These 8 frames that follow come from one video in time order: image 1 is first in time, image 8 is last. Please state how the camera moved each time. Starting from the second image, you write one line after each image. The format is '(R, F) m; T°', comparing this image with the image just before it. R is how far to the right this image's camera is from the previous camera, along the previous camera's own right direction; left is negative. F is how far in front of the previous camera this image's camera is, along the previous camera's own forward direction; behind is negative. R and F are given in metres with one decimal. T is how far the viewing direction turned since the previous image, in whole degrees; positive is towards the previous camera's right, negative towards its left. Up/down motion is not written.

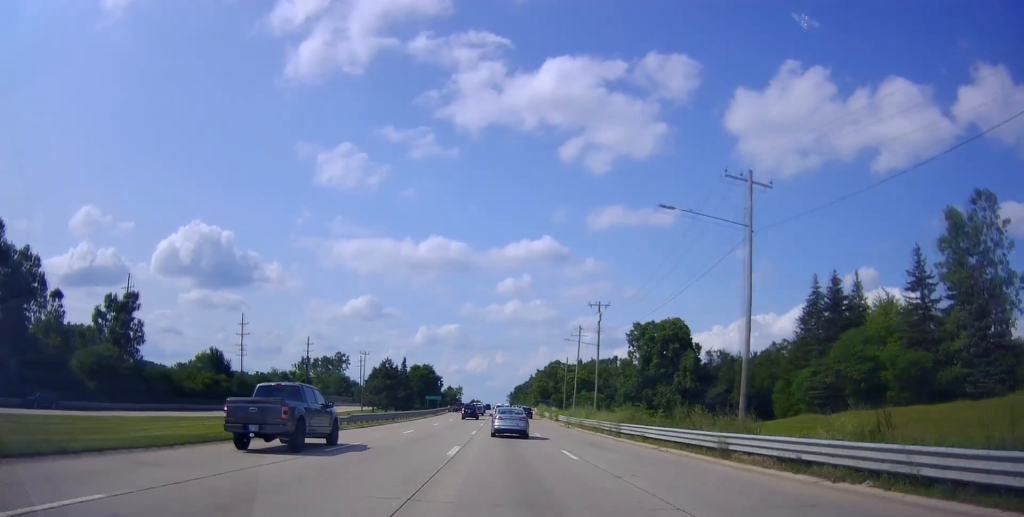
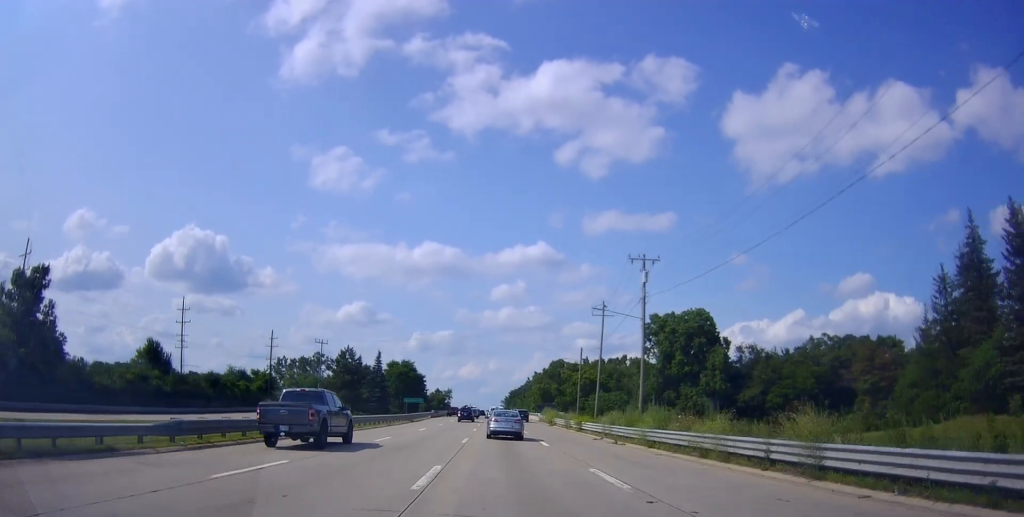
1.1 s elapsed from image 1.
(+0.5, +21.9) m; 0°
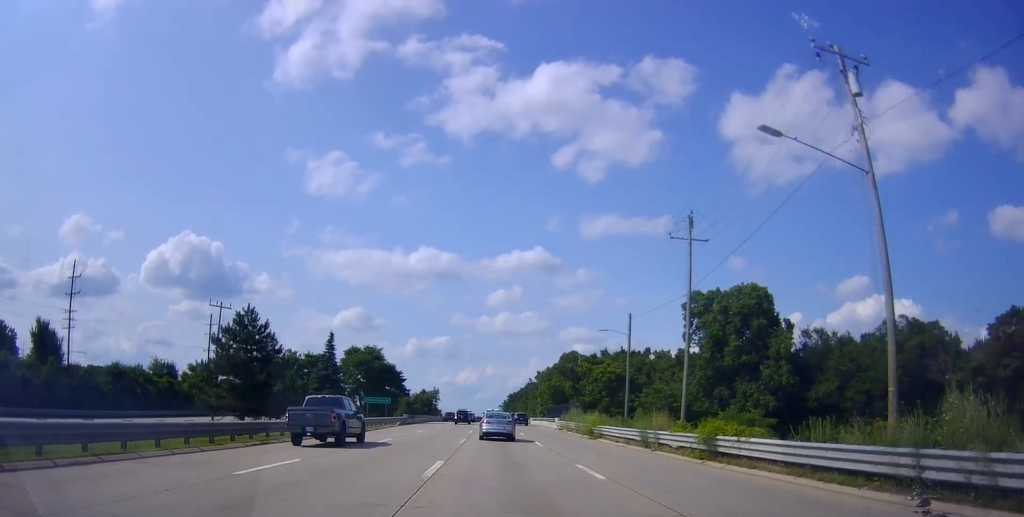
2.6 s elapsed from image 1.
(-0.9, +29.0) m; -3°
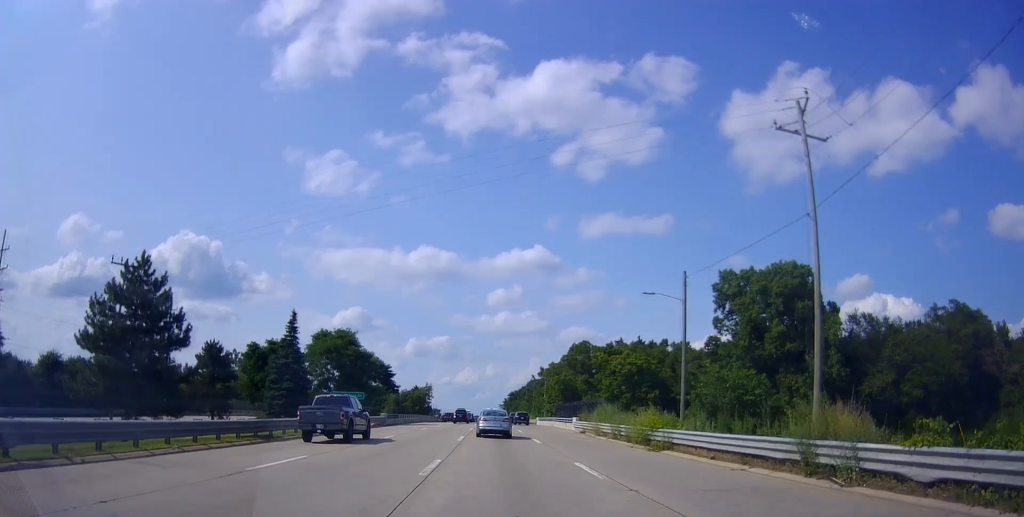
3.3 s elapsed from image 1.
(0.0, +14.4) m; +2°
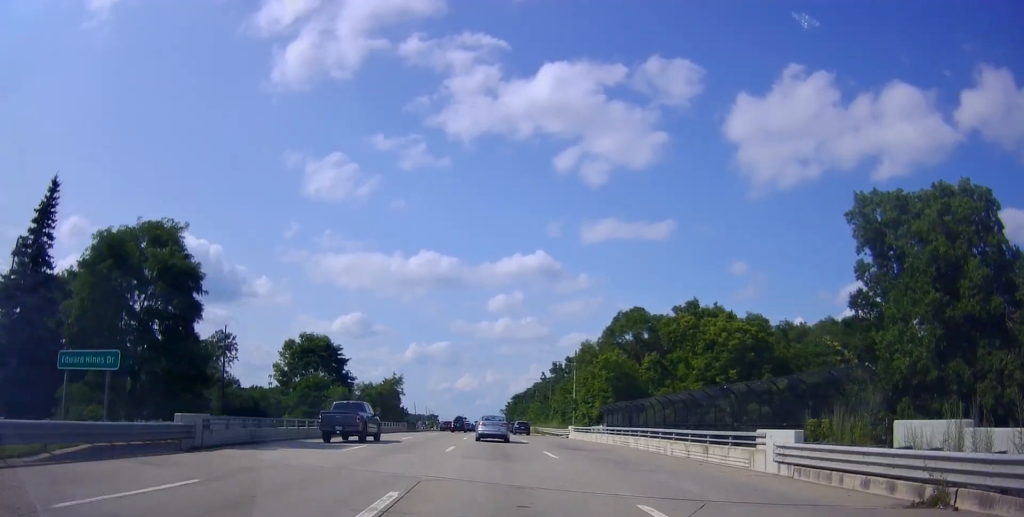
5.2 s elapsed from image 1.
(+0.9, +37.8) m; +2°
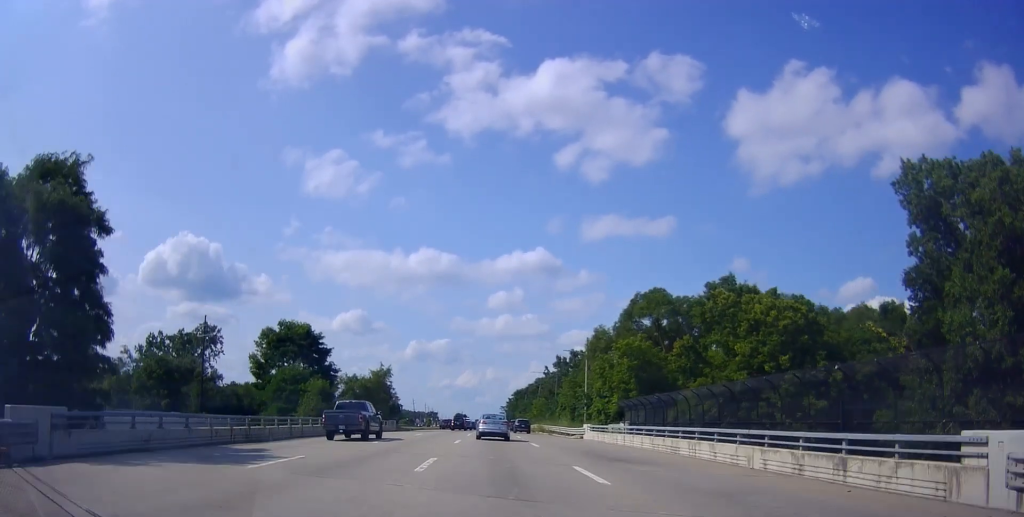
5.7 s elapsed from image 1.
(0.0, +8.5) m; 0°
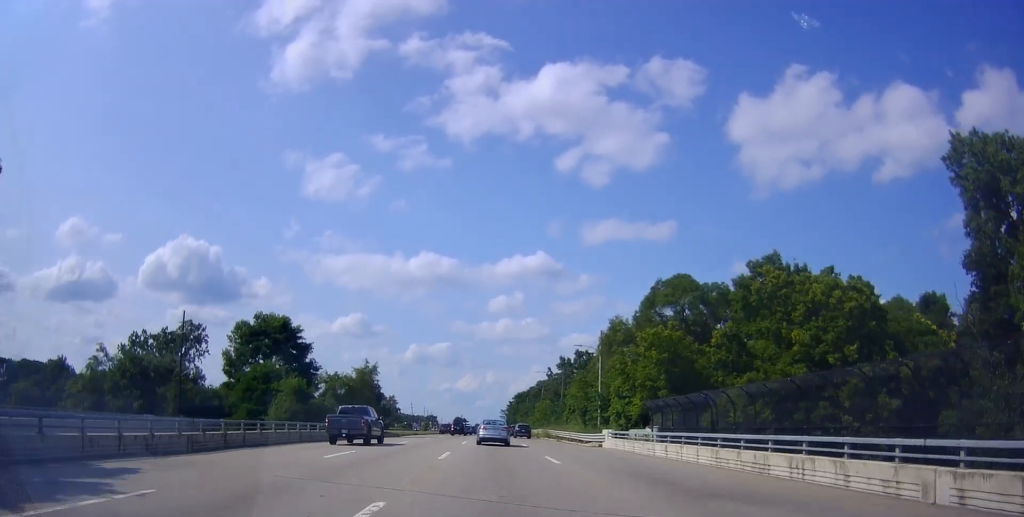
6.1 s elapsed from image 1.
(+0.2, +7.9) m; 0°
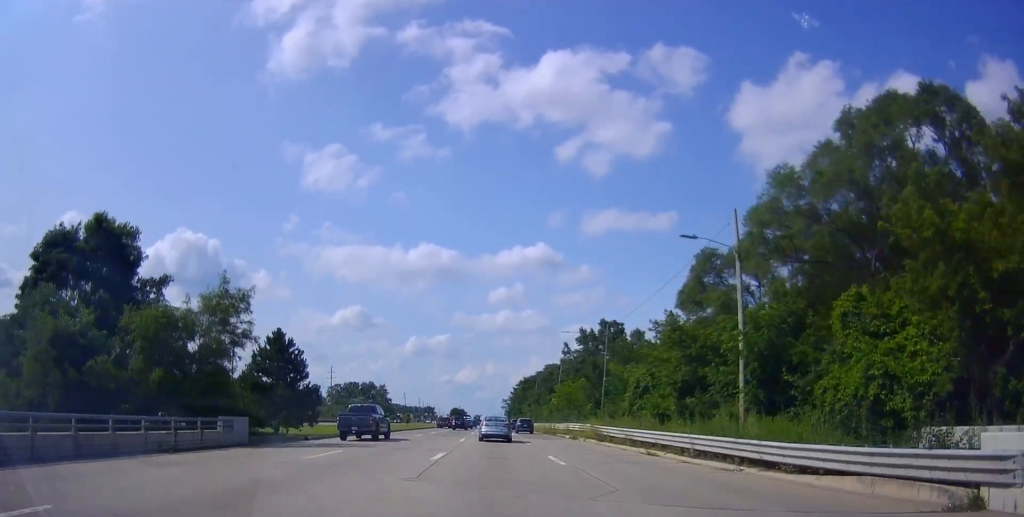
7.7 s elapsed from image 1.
(-0.7, +32.1) m; -1°
